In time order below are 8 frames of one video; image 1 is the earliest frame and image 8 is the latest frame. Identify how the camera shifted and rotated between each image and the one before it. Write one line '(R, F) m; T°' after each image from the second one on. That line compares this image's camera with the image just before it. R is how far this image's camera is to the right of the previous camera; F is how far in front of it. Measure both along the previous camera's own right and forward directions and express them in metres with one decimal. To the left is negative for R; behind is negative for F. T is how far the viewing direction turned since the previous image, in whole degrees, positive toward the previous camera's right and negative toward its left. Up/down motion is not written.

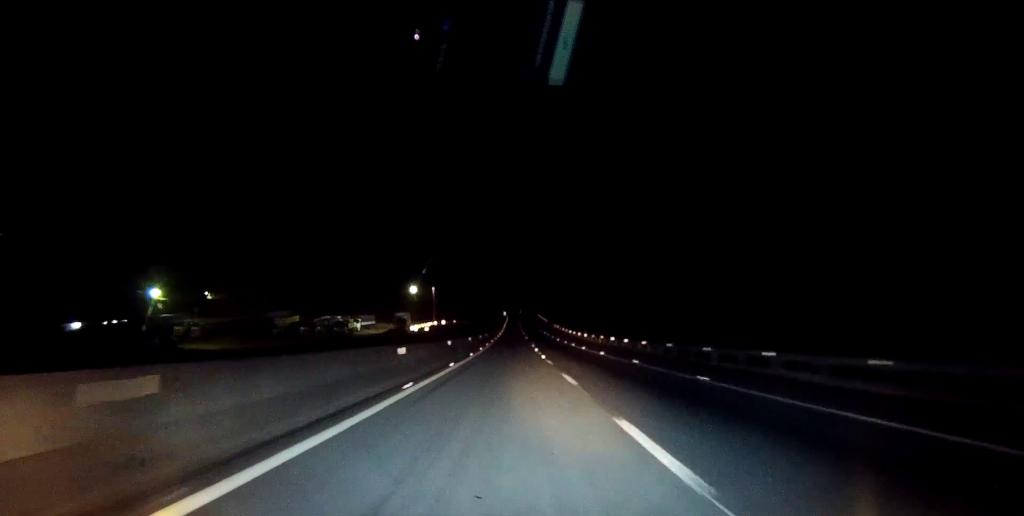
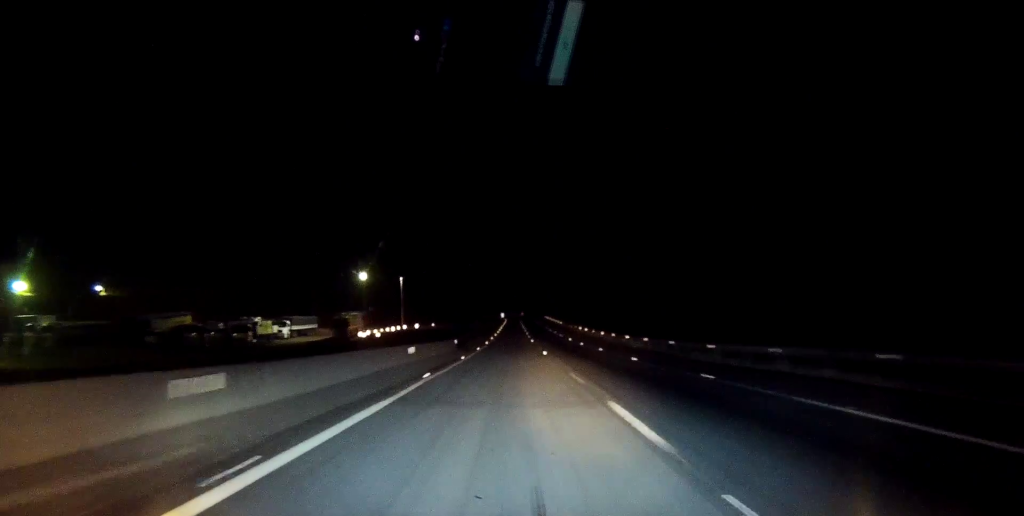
(0.0, +56.3) m; 0°
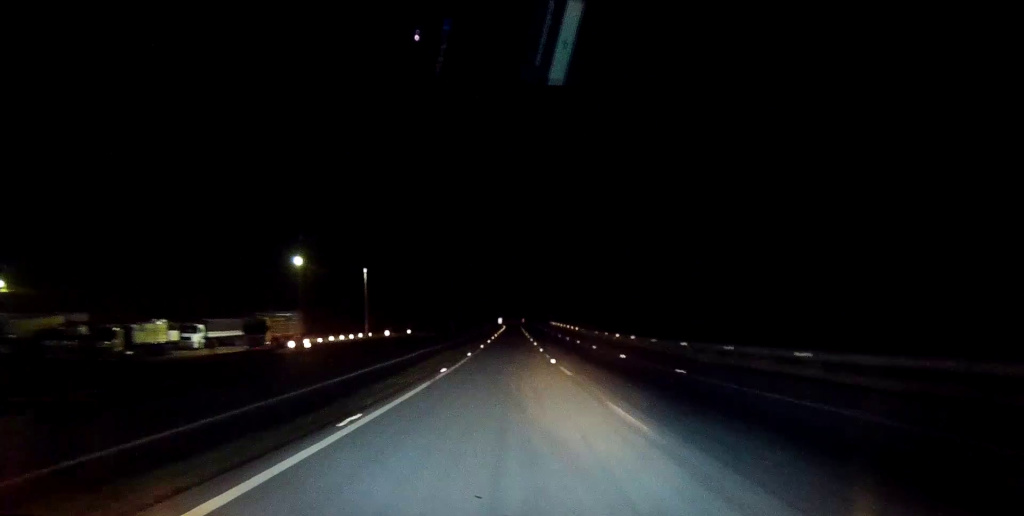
(-0.2, +34.6) m; 0°
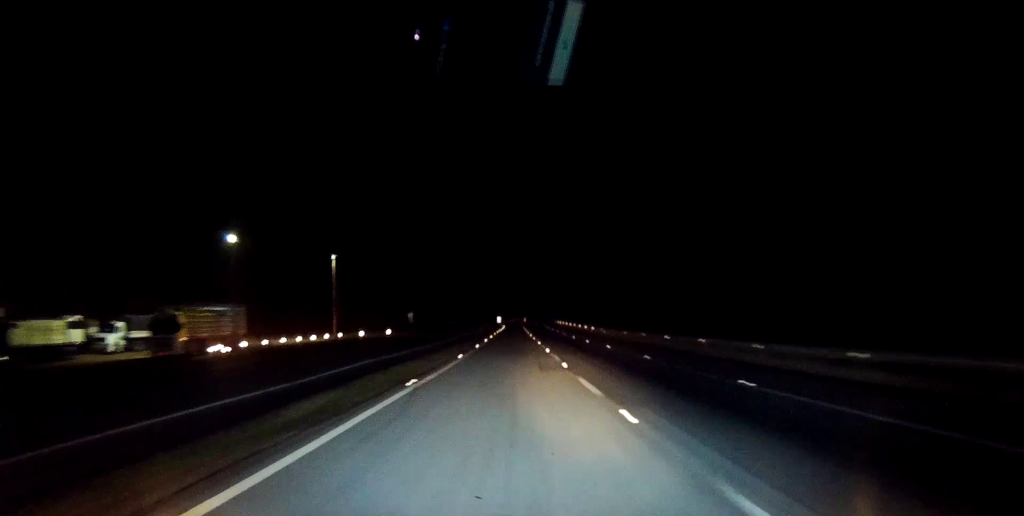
(0.0, +19.5) m; 0°
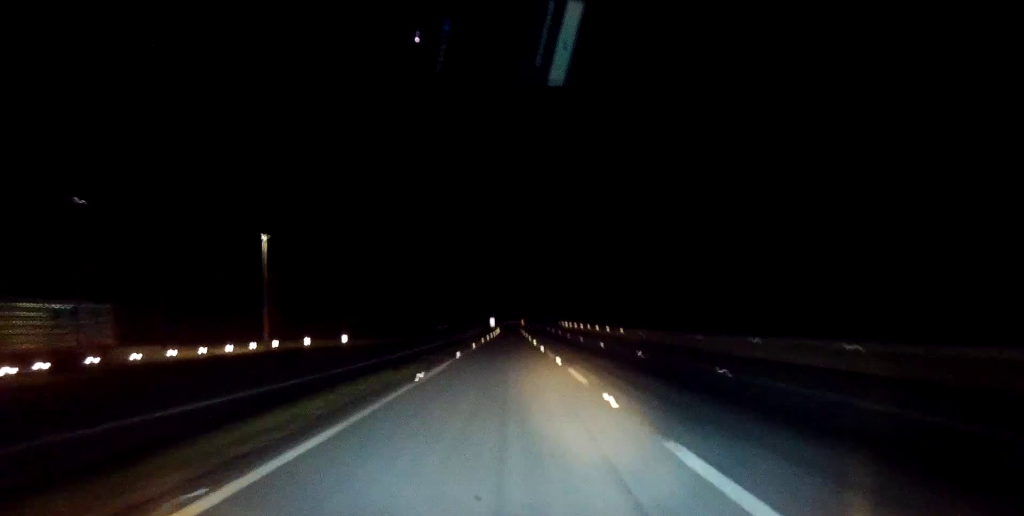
(+0.1, +24.0) m; 0°
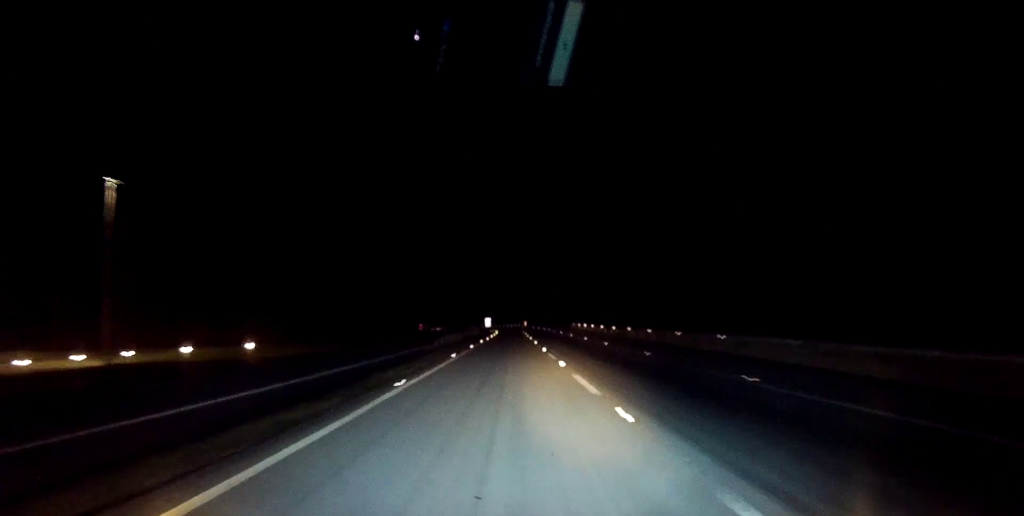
(0.0, +27.6) m; 0°
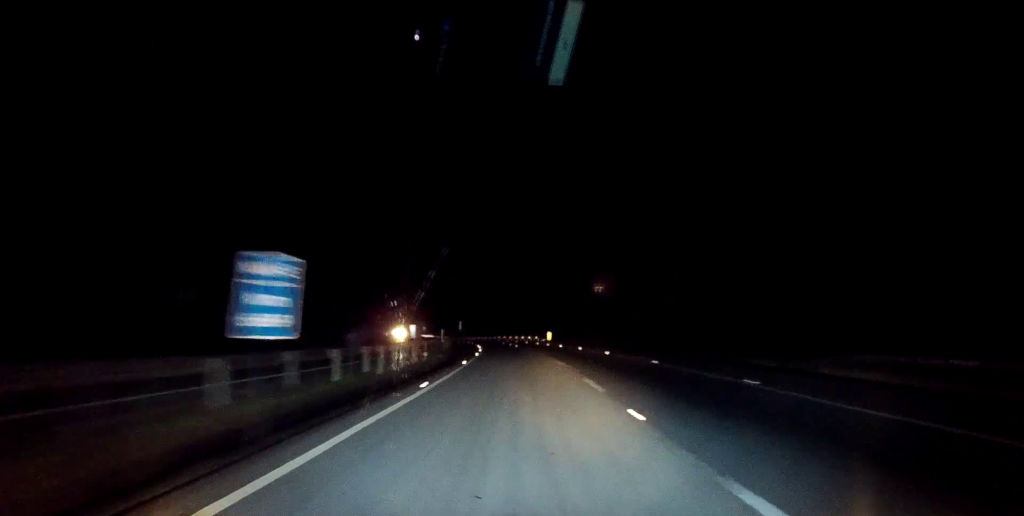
(-0.5, +89.7) m; -1°
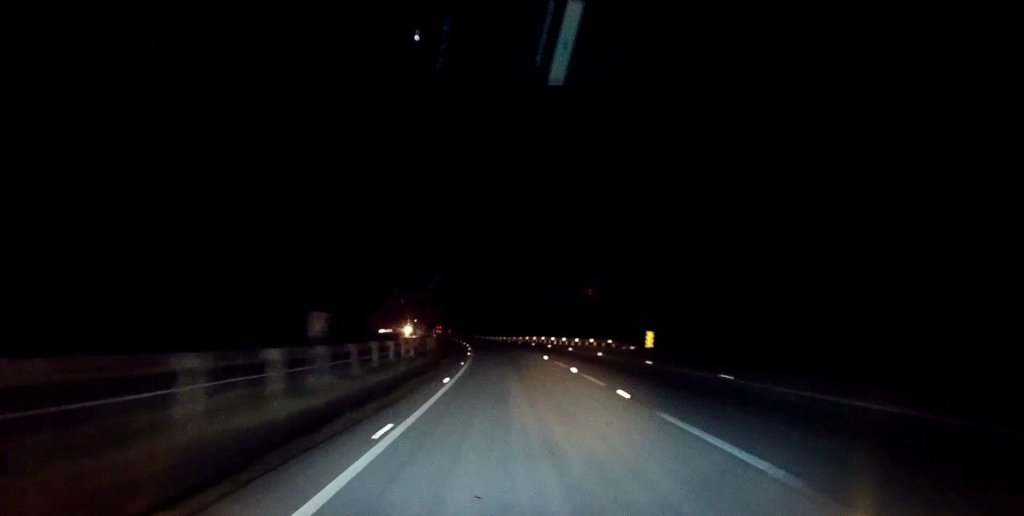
(-1.0, +59.8) m; -3°
